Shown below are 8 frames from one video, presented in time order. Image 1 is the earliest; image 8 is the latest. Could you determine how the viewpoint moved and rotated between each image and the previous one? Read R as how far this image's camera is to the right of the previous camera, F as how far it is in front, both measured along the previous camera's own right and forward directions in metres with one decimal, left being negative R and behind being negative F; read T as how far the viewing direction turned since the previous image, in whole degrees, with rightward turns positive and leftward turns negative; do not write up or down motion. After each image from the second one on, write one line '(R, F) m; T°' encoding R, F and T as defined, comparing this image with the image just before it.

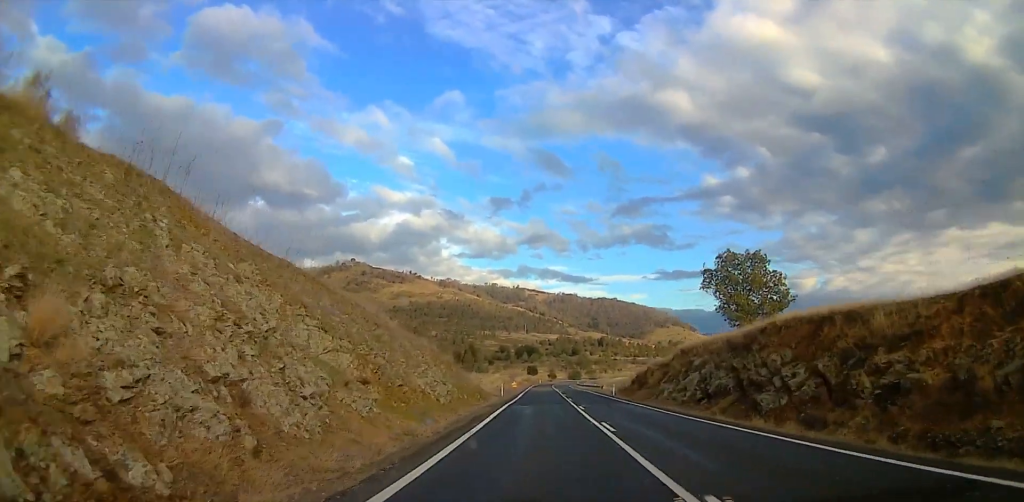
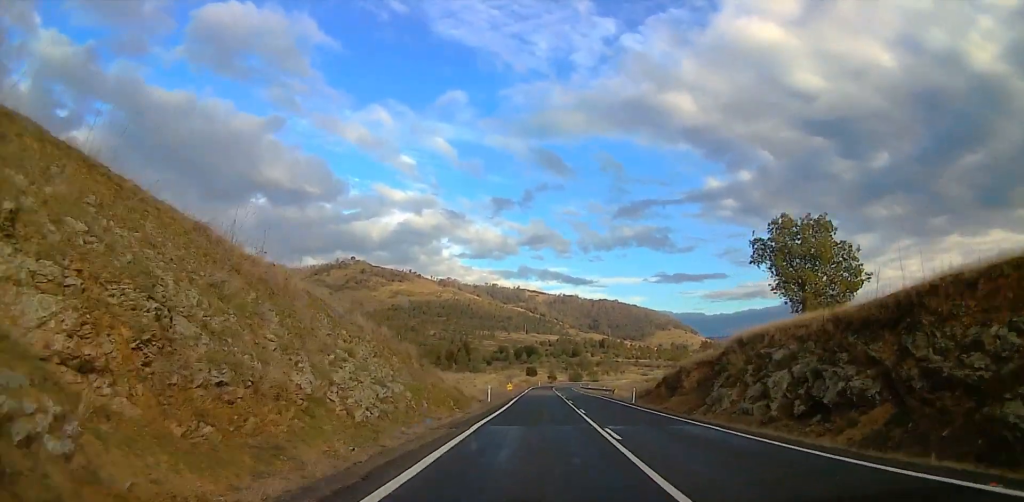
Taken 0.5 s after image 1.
(0.0, +13.0) m; 0°
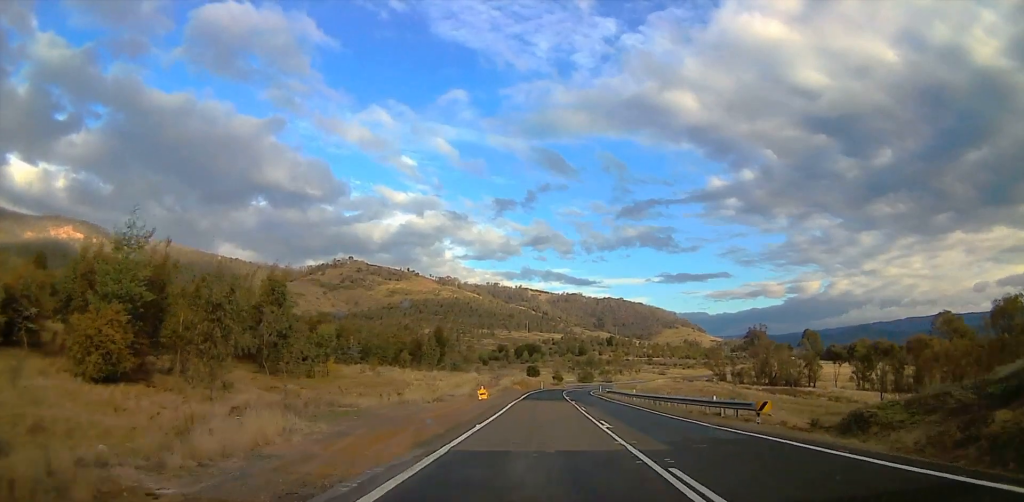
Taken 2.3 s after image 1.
(0.0, +45.0) m; 0°
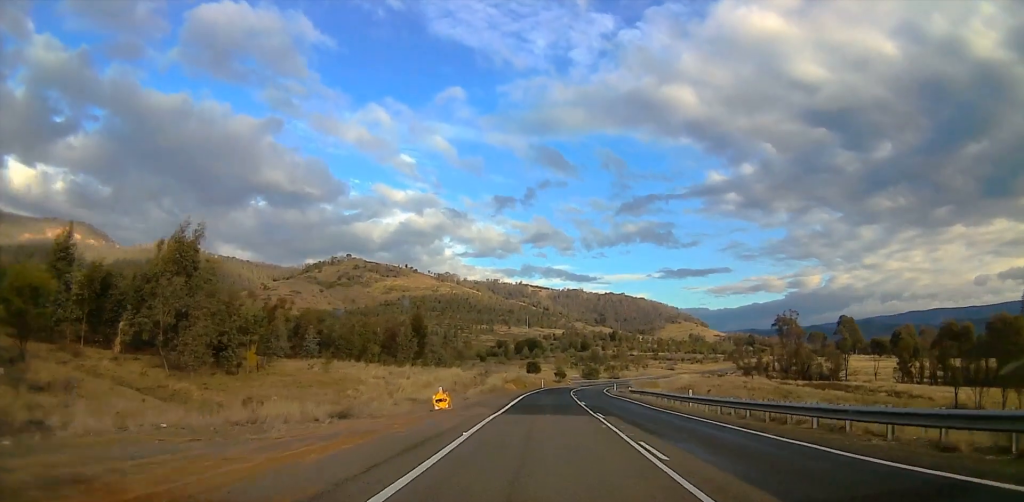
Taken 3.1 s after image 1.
(0.0, +20.0) m; 0°
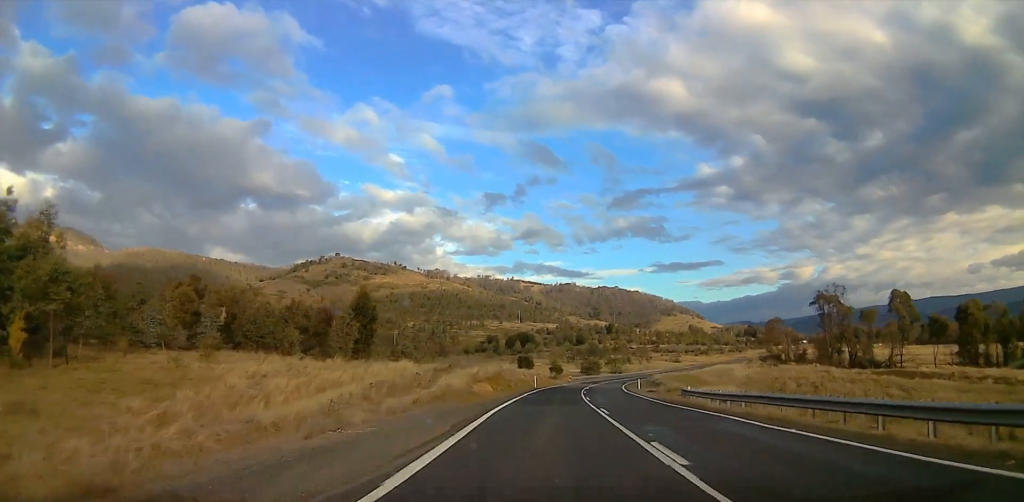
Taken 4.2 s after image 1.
(0.0, +26.0) m; 0°
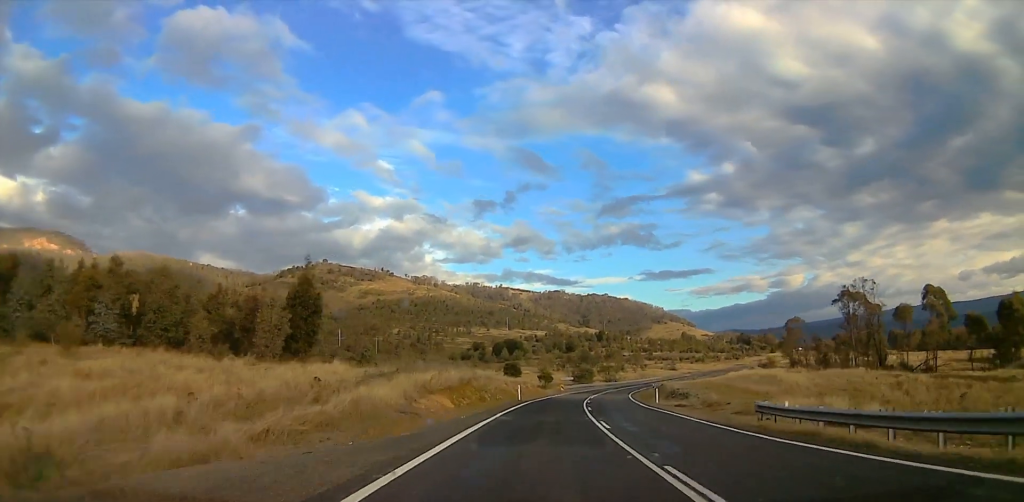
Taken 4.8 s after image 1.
(0.0, +15.0) m; 0°
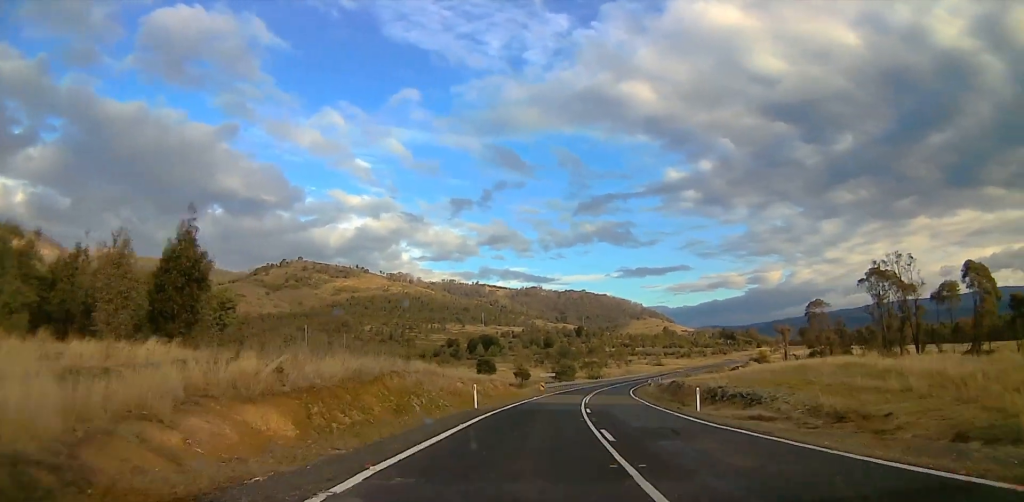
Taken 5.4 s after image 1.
(0.0, +17.0) m; +2°
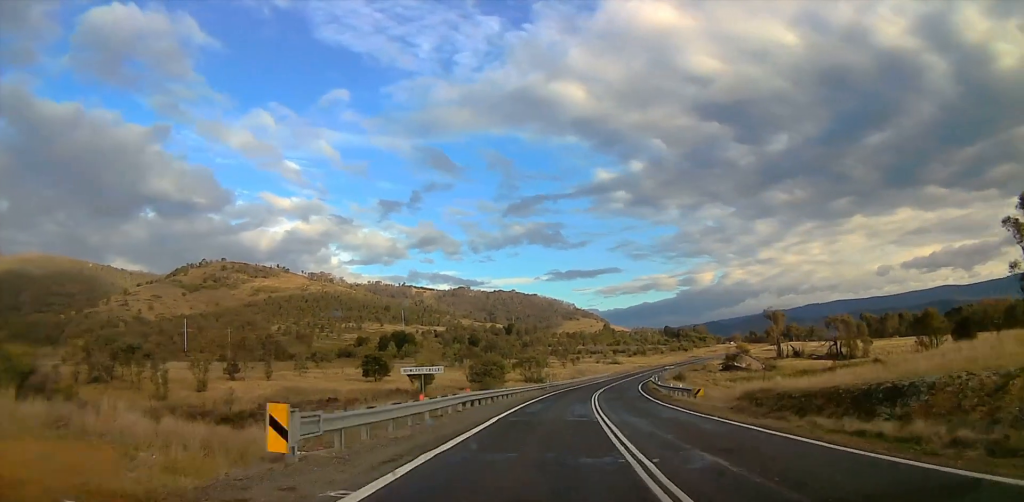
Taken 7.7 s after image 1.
(+3.0, +55.6) m; +7°
